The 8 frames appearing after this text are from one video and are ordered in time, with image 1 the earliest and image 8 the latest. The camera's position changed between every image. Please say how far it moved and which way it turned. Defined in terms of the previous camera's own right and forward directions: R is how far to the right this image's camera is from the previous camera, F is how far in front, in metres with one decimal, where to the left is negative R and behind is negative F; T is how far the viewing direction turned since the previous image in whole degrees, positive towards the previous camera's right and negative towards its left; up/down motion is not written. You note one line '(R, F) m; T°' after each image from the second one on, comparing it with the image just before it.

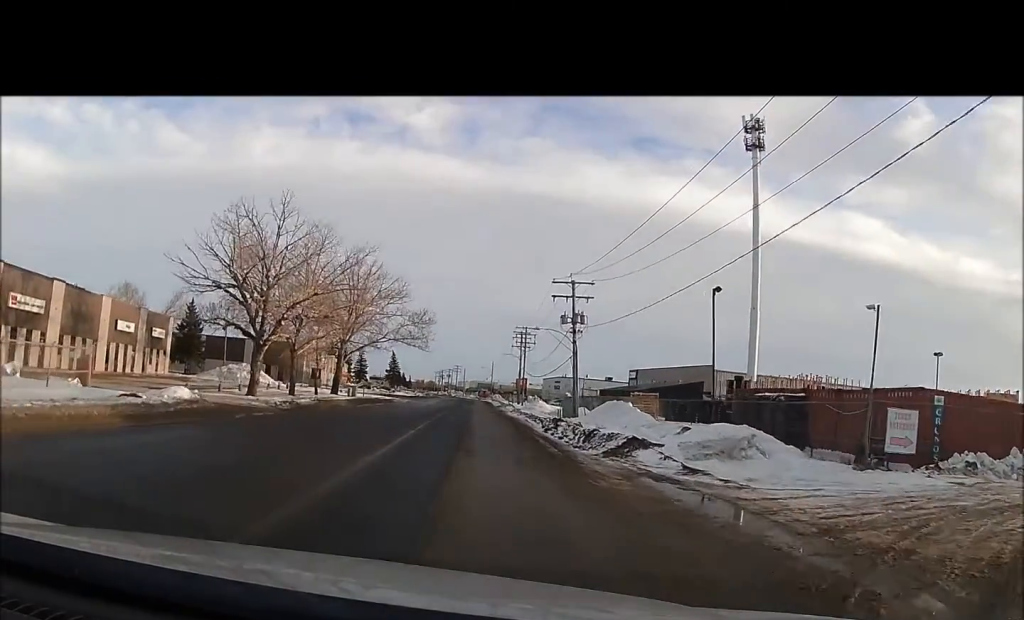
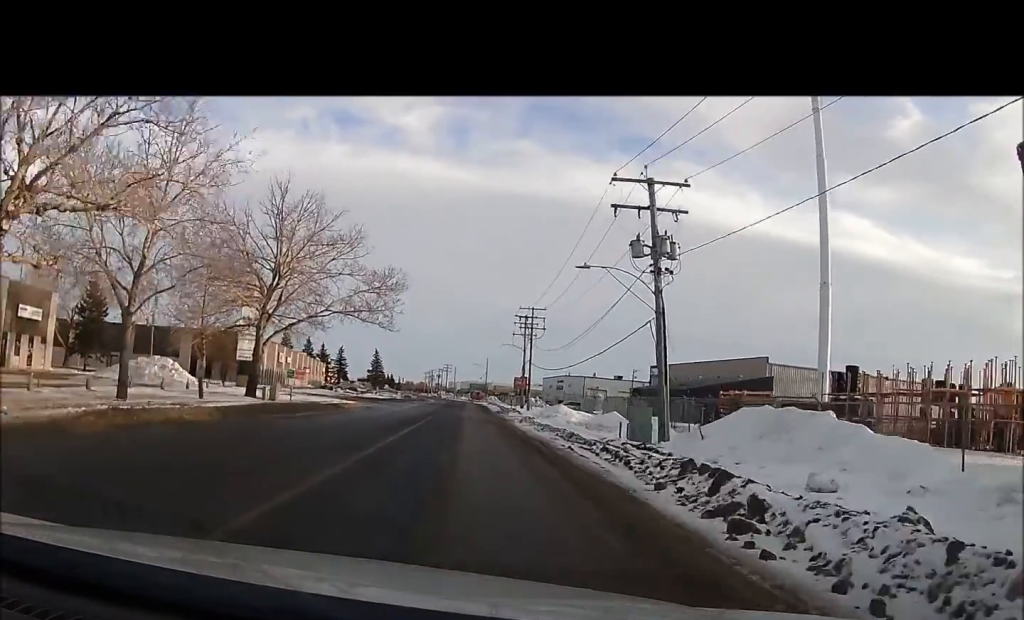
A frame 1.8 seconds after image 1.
(+0.4, +22.5) m; 0°
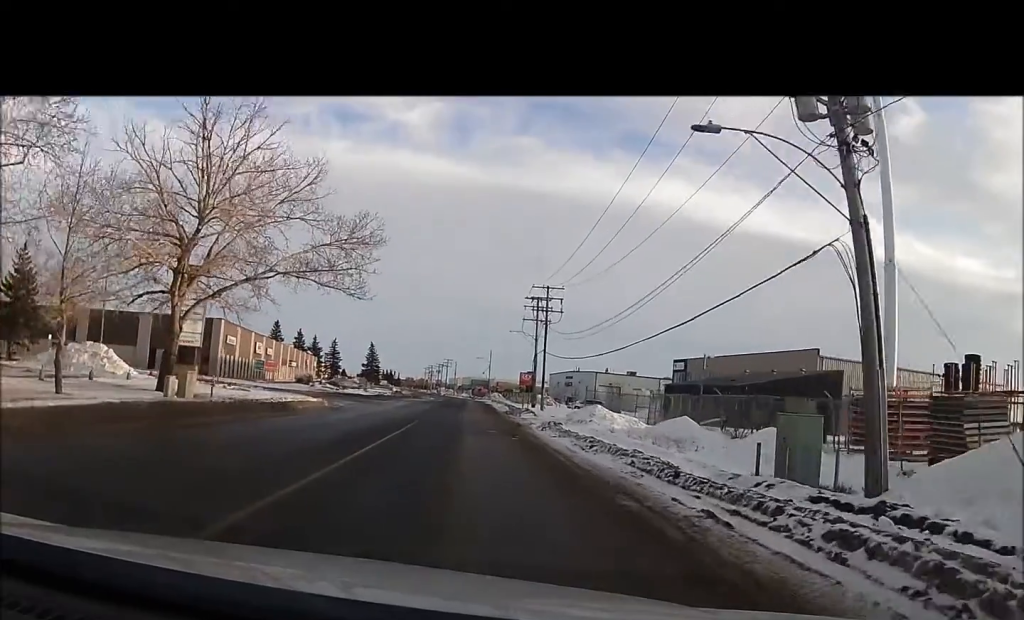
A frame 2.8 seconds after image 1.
(-0.3, +13.1) m; -1°
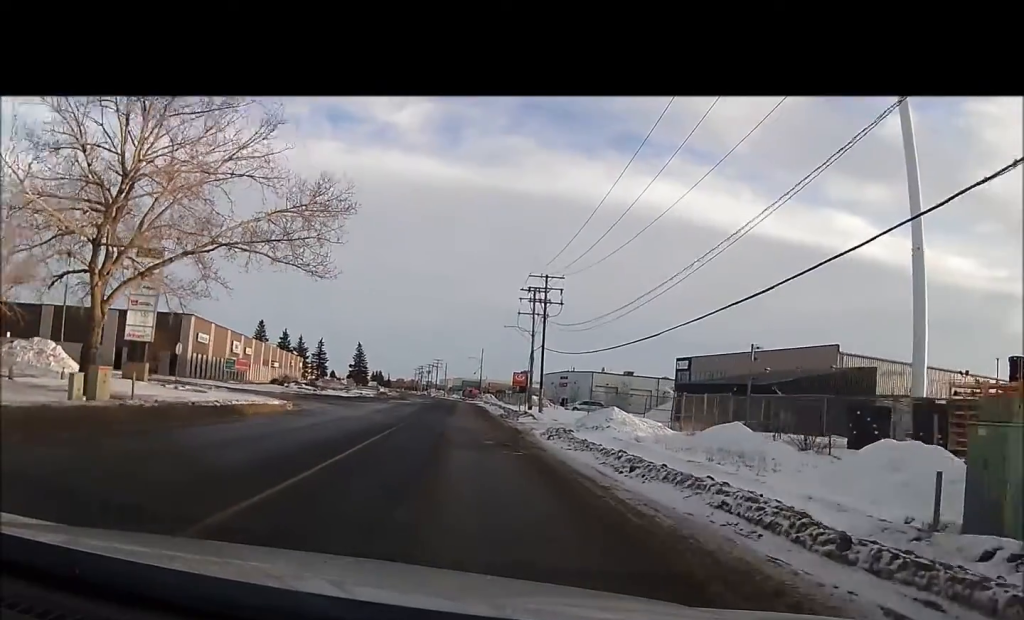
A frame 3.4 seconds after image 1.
(0.0, +6.3) m; 0°
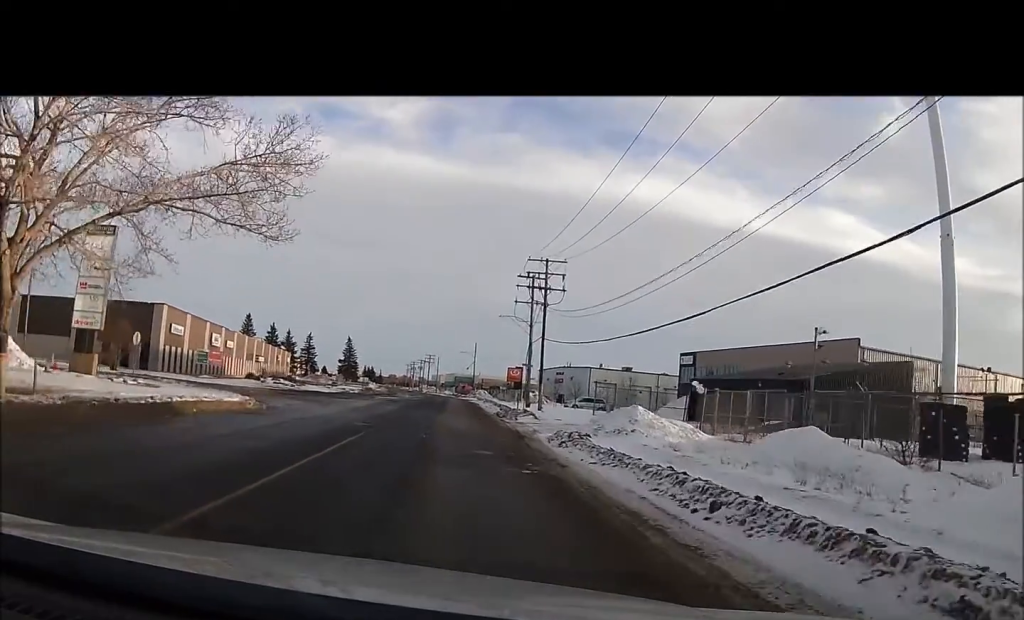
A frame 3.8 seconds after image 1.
(+0.1, +5.4) m; +1°
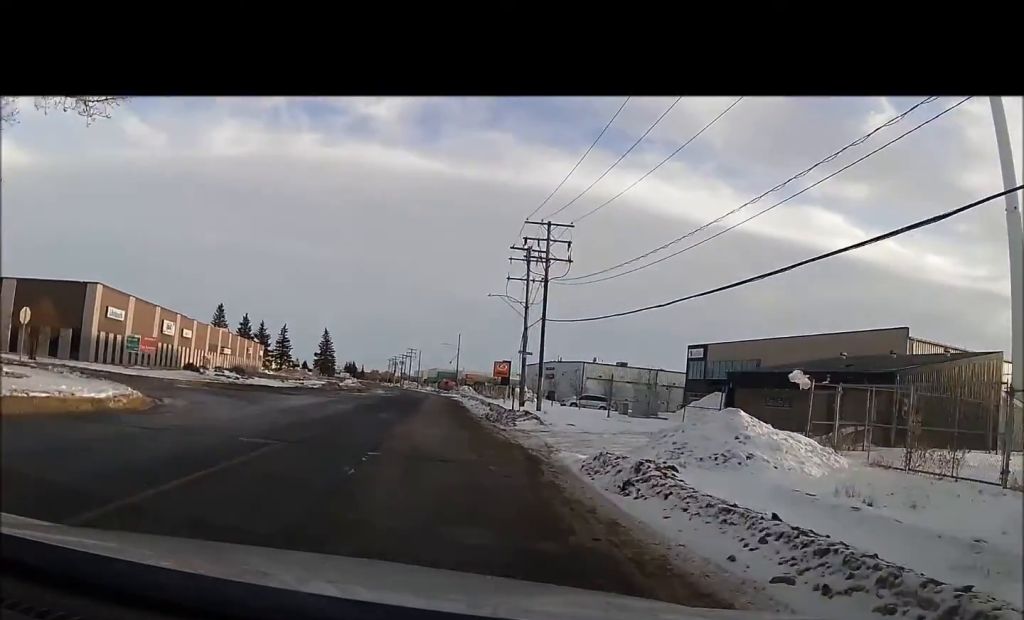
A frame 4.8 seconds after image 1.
(+0.1, +10.6) m; +3°
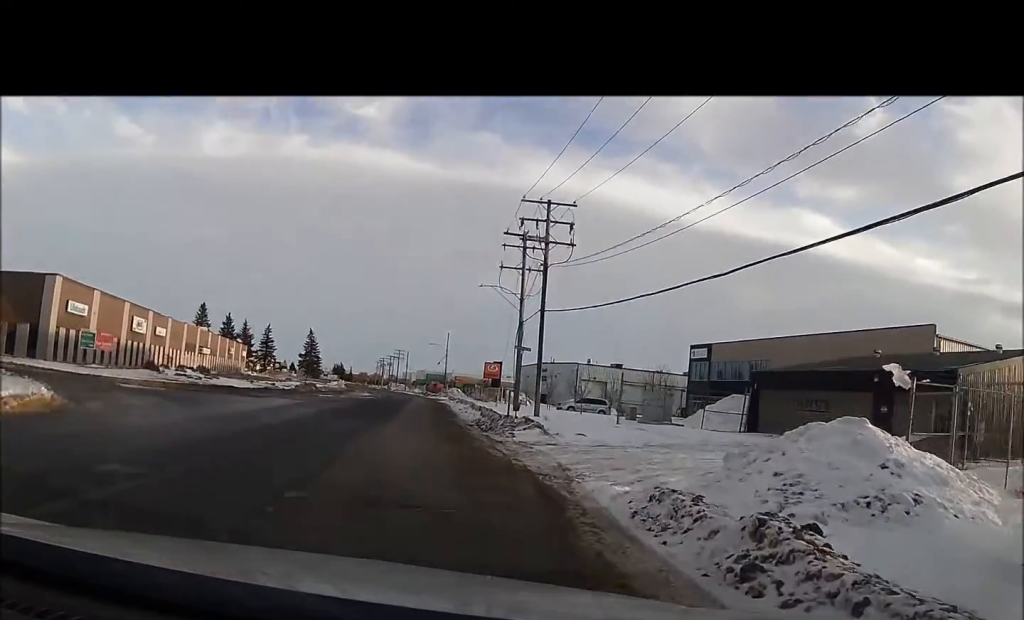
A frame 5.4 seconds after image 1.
(+0.1, +5.3) m; +2°
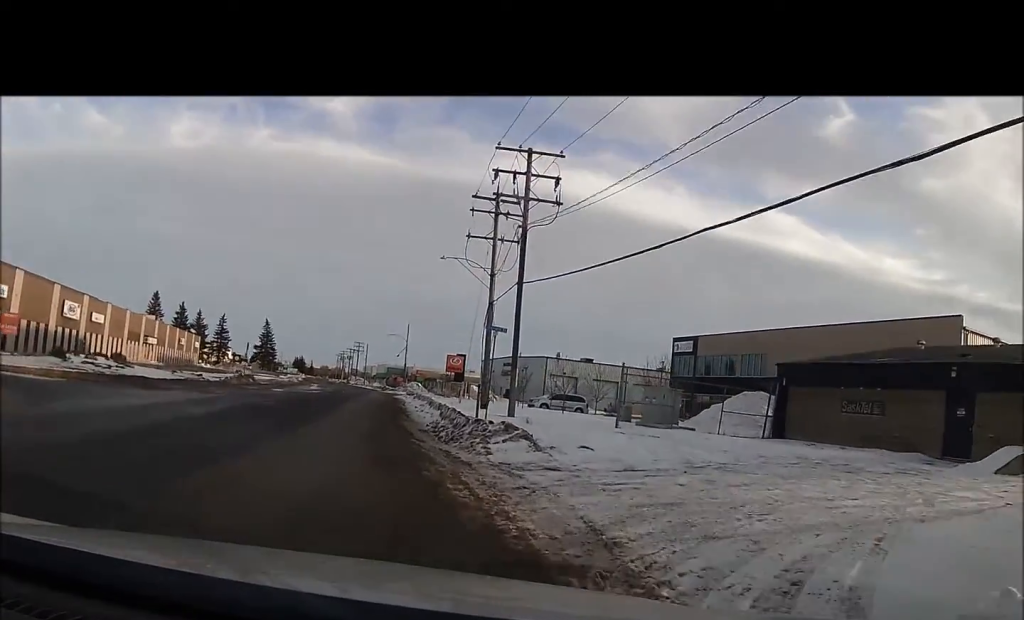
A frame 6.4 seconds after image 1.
(+0.3, +7.8) m; +2°
